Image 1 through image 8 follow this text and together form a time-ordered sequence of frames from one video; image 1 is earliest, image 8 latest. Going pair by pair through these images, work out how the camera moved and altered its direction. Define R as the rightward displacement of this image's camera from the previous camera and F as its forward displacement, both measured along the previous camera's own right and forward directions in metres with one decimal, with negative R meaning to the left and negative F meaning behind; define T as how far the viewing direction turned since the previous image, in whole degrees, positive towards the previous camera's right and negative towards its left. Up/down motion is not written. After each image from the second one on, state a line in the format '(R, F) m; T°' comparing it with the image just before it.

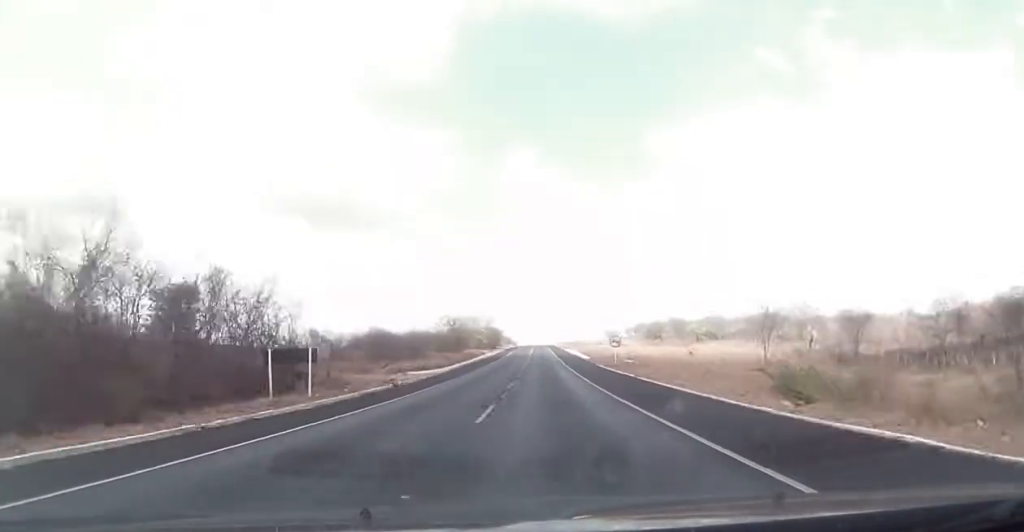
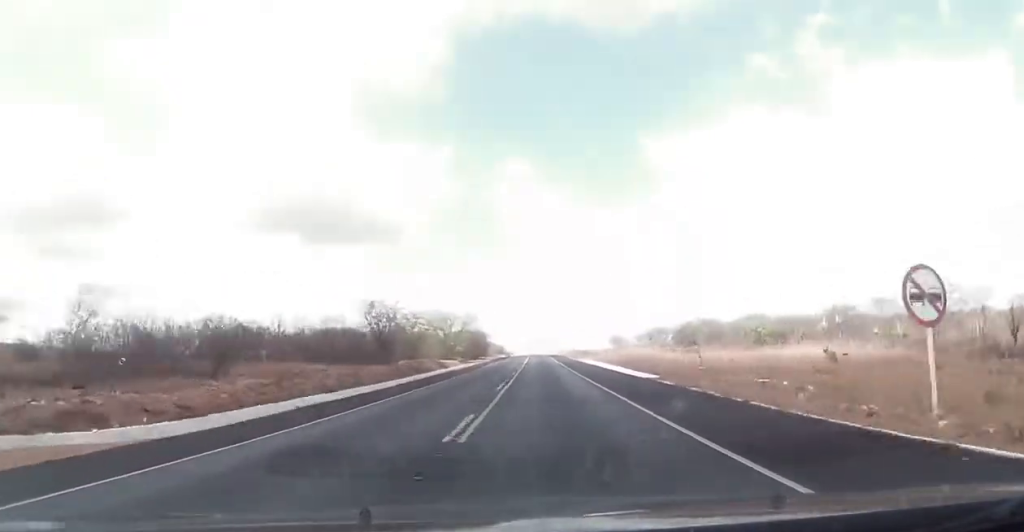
(0.0, +46.3) m; 0°
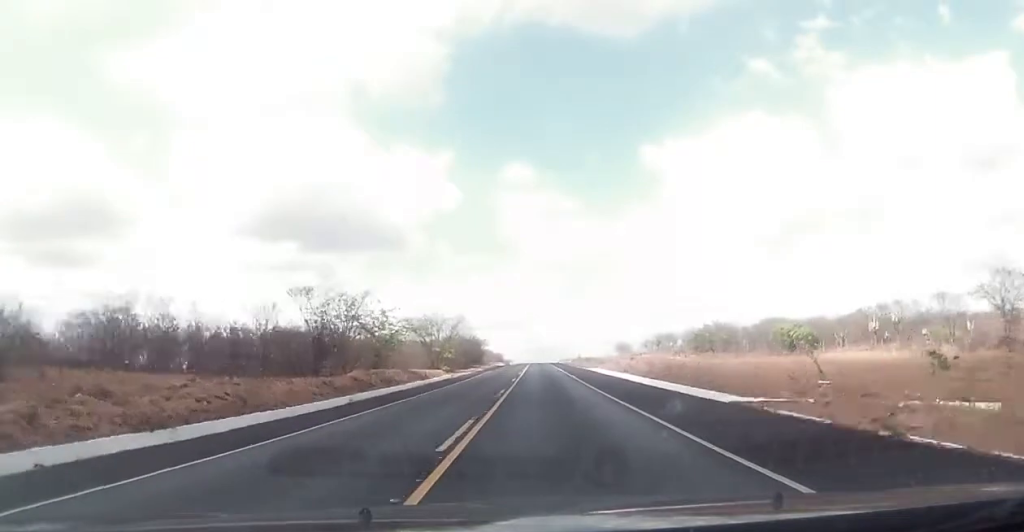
(0.0, +14.2) m; 0°
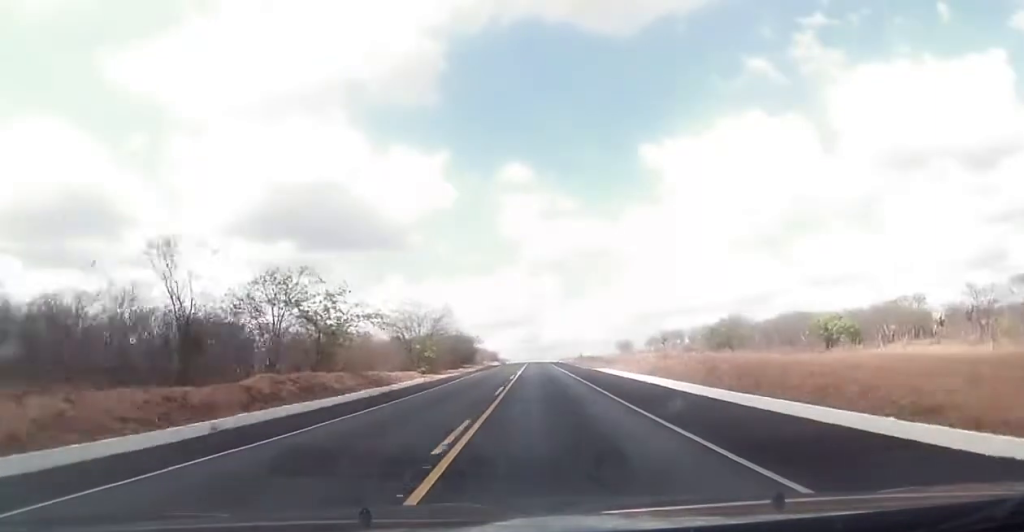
(0.0, +14.2) m; 0°
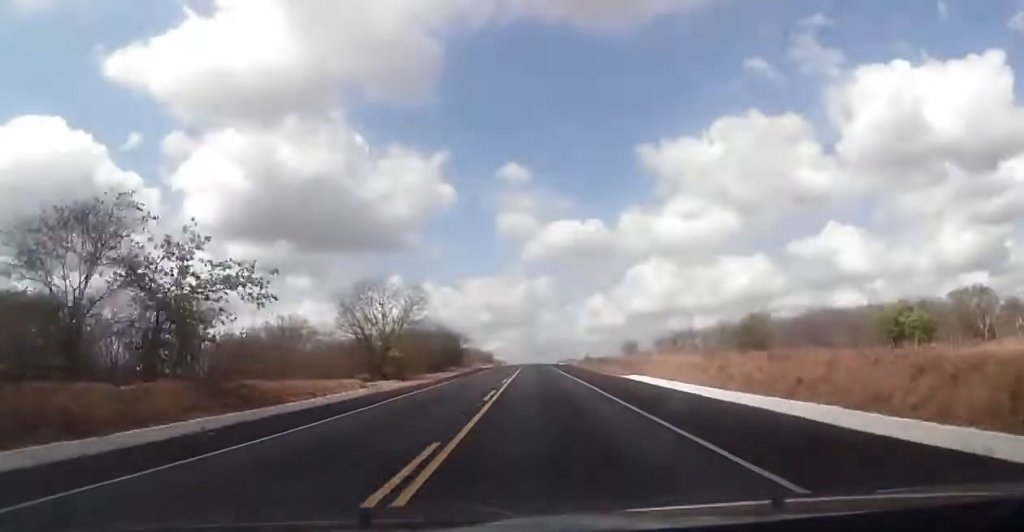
(-0.1, +18.3) m; 0°
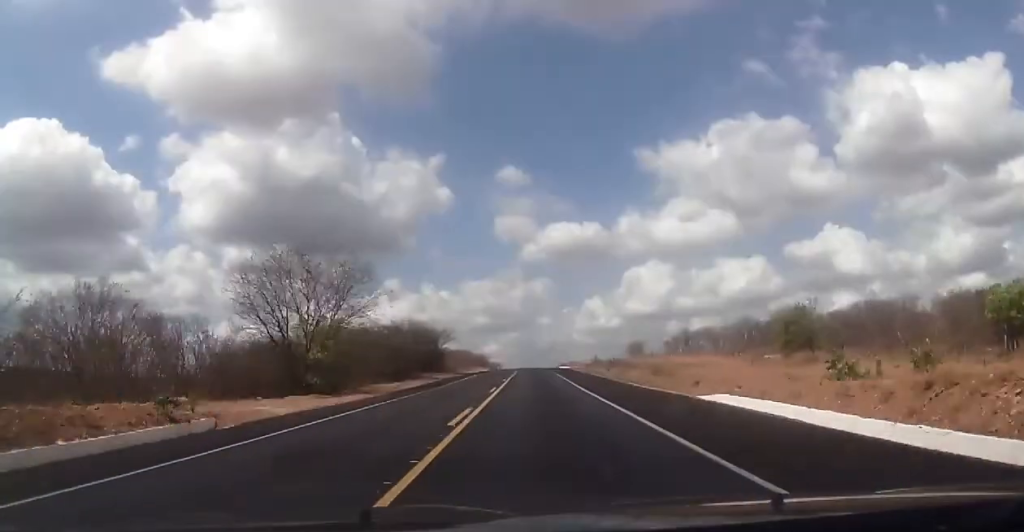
(-0.2, +20.3) m; 0°
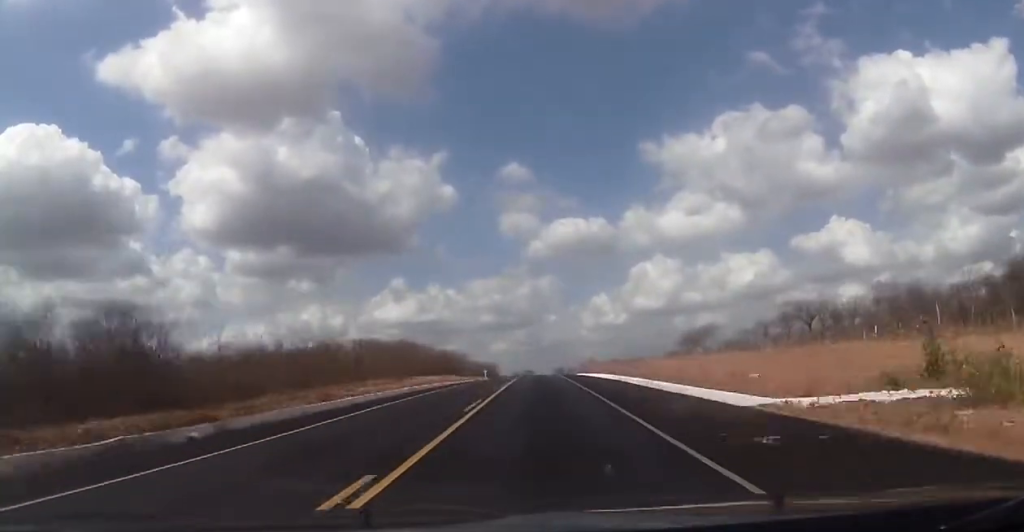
(+0.3, +80.3) m; 0°
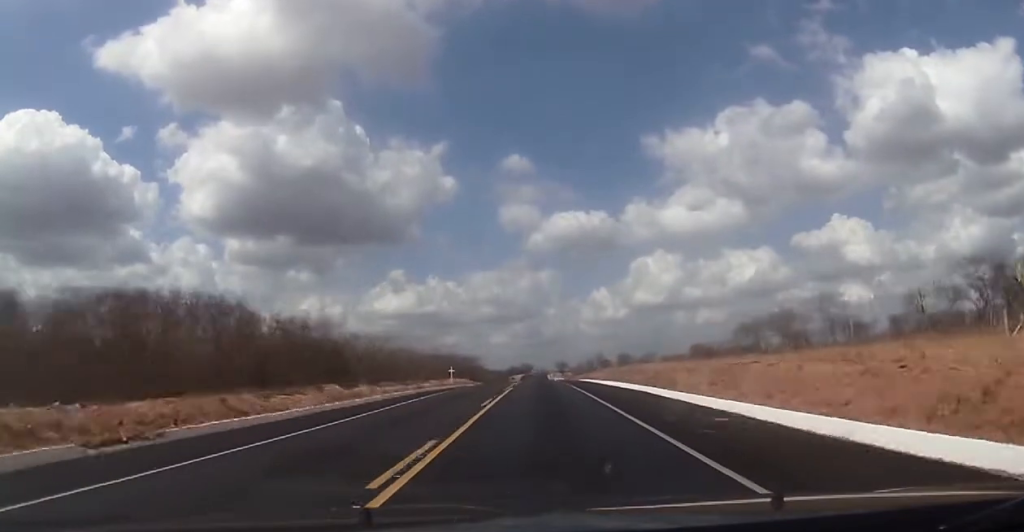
(-0.1, +51.7) m; 0°
